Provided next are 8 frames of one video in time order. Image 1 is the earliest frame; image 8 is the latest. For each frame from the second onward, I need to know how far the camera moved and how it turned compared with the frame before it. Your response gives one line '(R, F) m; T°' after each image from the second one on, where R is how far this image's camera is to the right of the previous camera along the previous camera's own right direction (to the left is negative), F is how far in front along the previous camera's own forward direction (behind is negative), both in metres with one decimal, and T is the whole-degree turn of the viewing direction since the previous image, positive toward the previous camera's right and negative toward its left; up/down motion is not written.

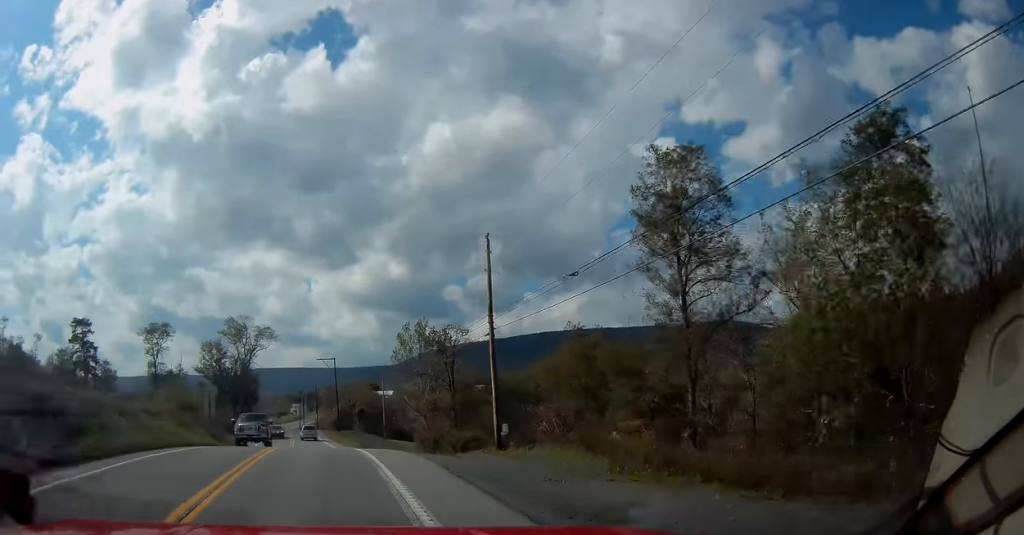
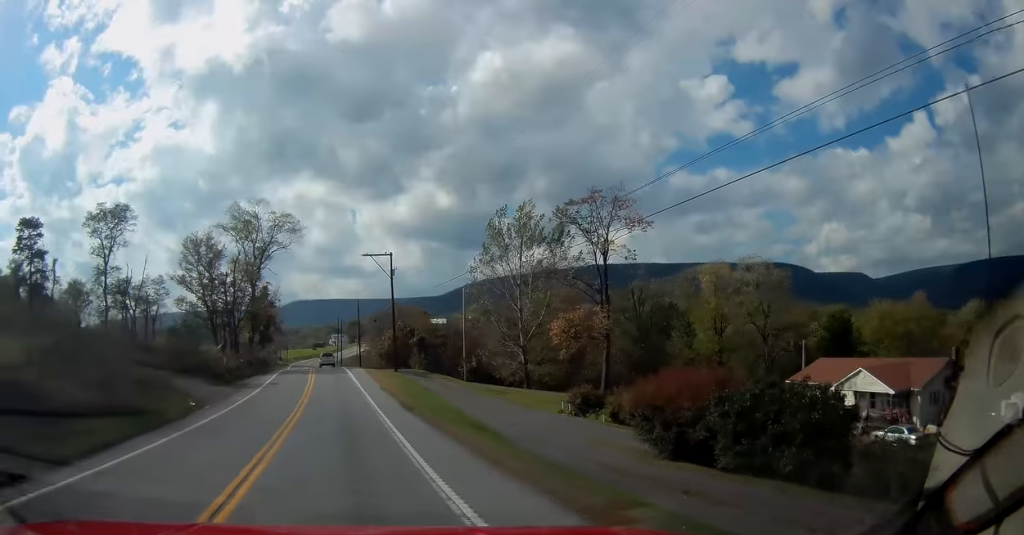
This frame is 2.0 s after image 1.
(-0.9, +35.3) m; -3°
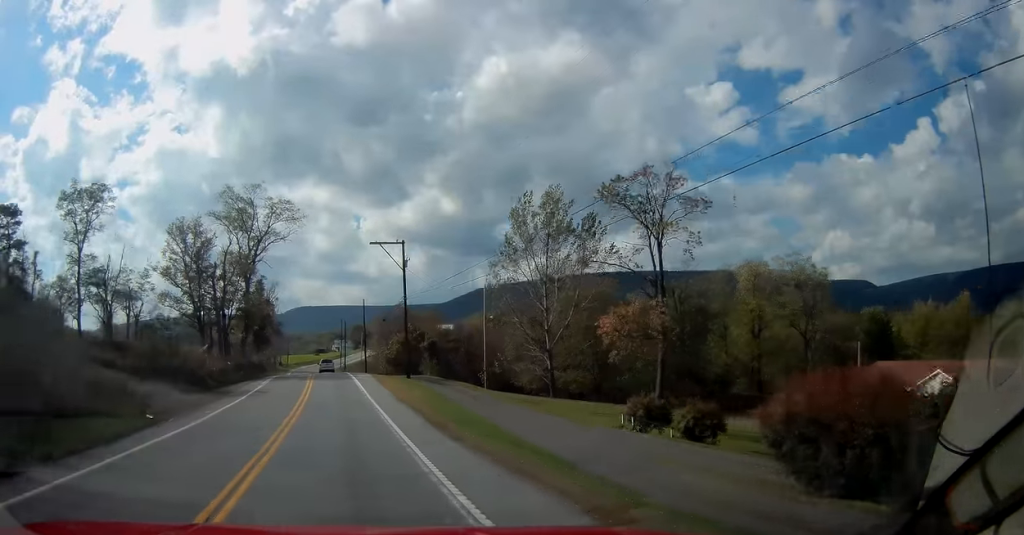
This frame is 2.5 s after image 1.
(0.0, +7.9) m; 0°
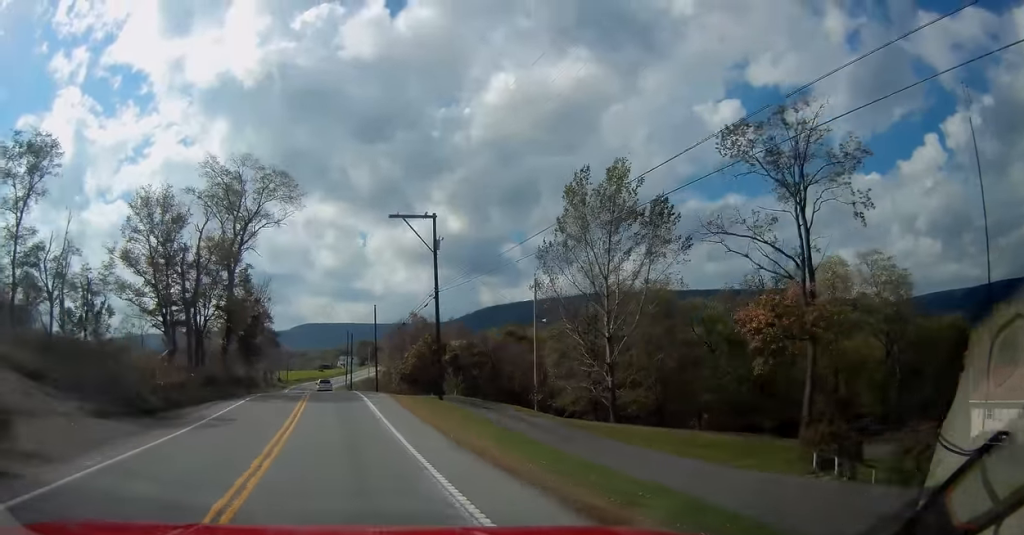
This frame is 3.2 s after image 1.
(0.0, +13.5) m; -1°
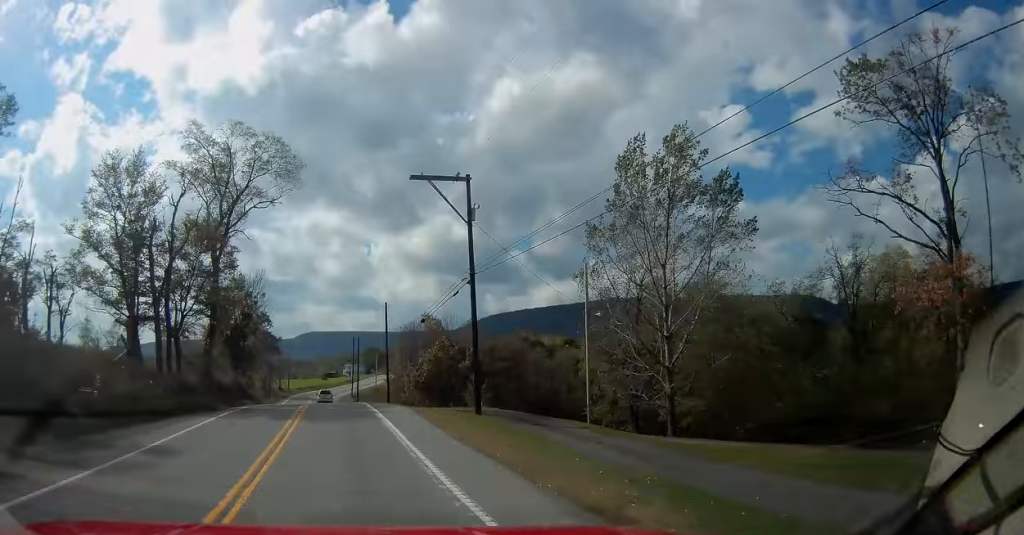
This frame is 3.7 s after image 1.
(0.0, +8.6) m; 0°
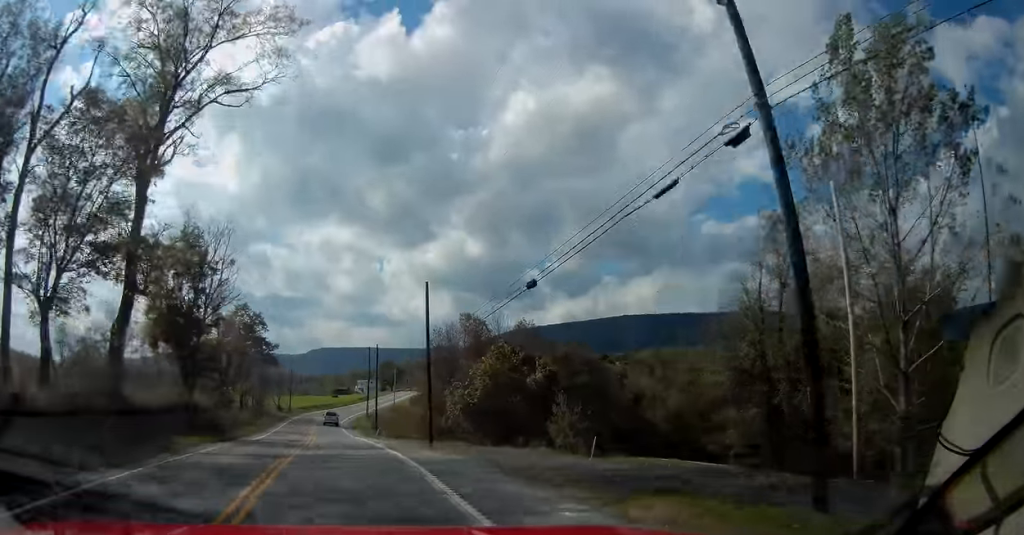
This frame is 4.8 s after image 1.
(-0.2, +20.3) m; -1°
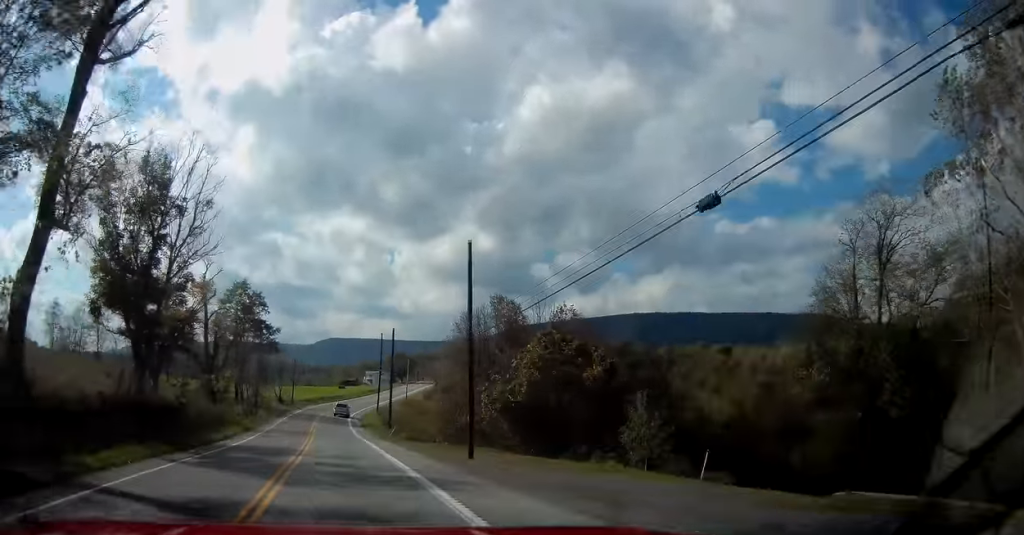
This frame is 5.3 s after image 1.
(0.0, +9.2) m; -1°
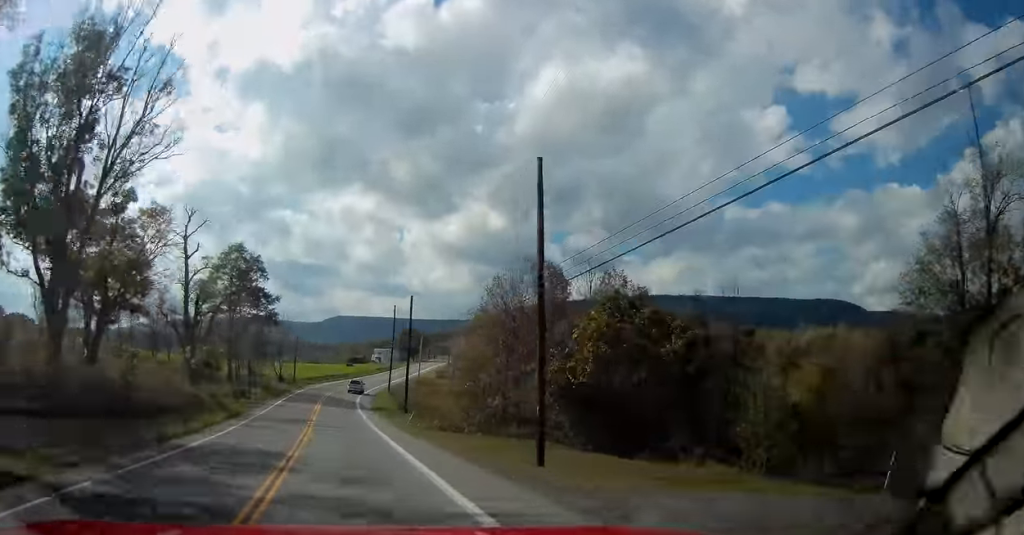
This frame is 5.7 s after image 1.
(-0.1, +8.7) m; 0°
